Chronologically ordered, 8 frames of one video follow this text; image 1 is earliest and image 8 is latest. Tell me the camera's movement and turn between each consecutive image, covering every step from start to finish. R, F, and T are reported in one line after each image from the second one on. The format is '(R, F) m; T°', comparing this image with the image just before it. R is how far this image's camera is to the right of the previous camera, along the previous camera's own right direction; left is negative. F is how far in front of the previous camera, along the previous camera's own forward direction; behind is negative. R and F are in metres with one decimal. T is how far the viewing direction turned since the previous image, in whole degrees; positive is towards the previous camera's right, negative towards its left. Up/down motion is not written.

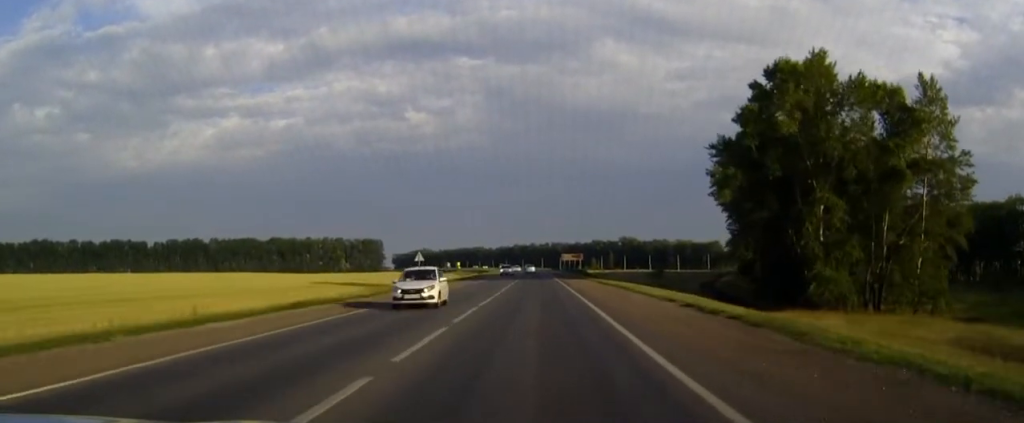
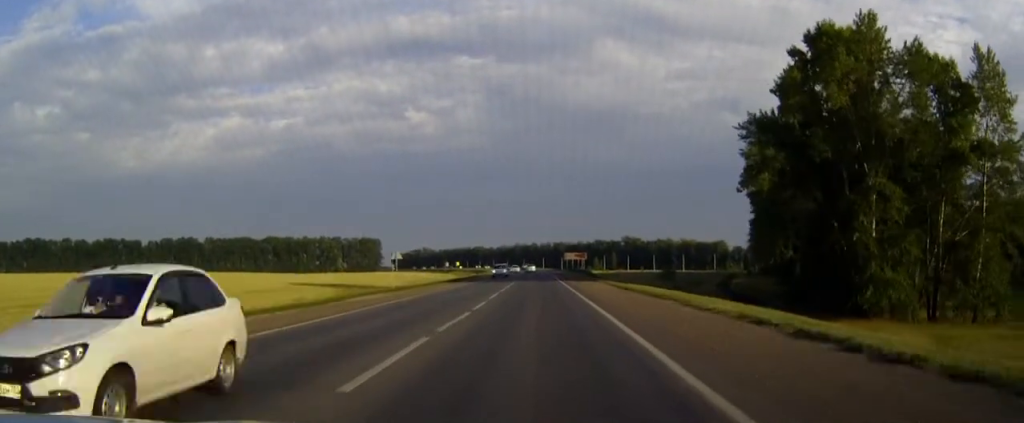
(0.0, +10.7) m; 0°
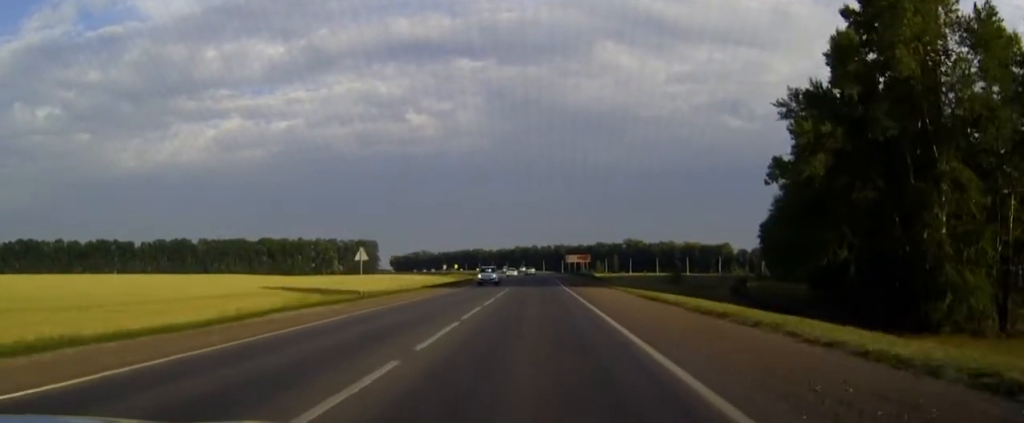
(0.0, +10.8) m; 0°
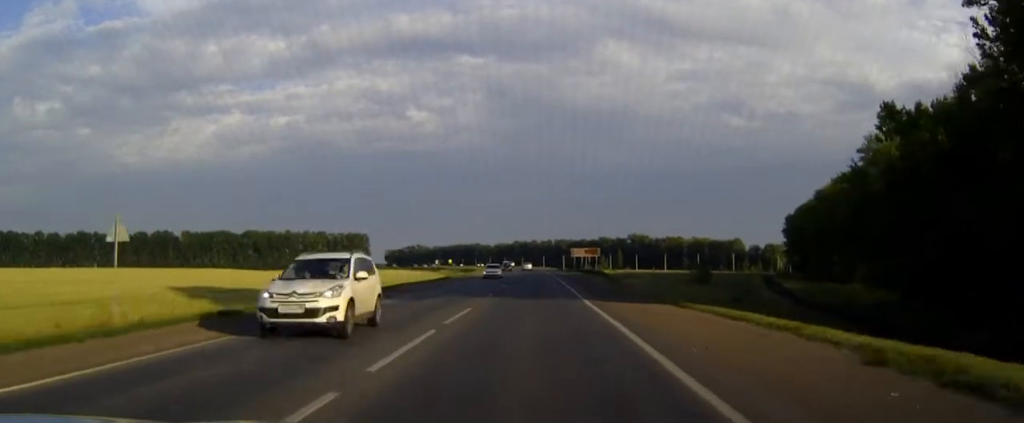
(0.0, +26.5) m; 0°
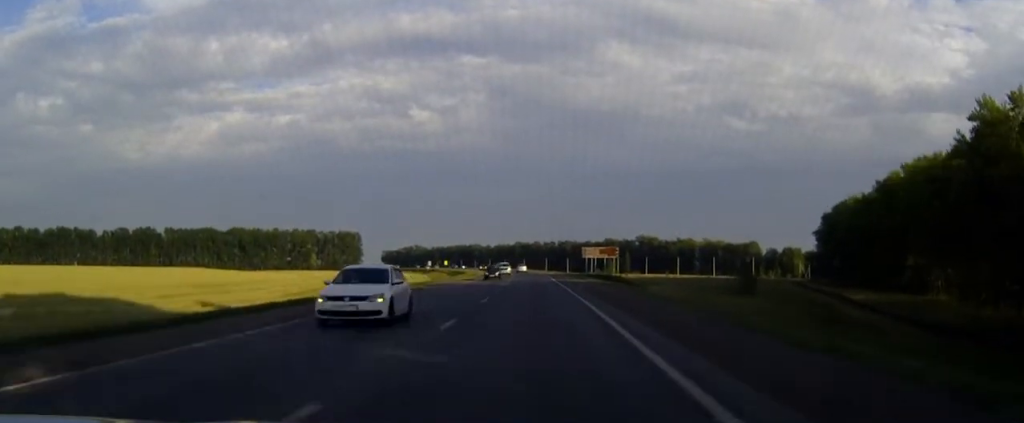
(-0.1, +27.8) m; 0°
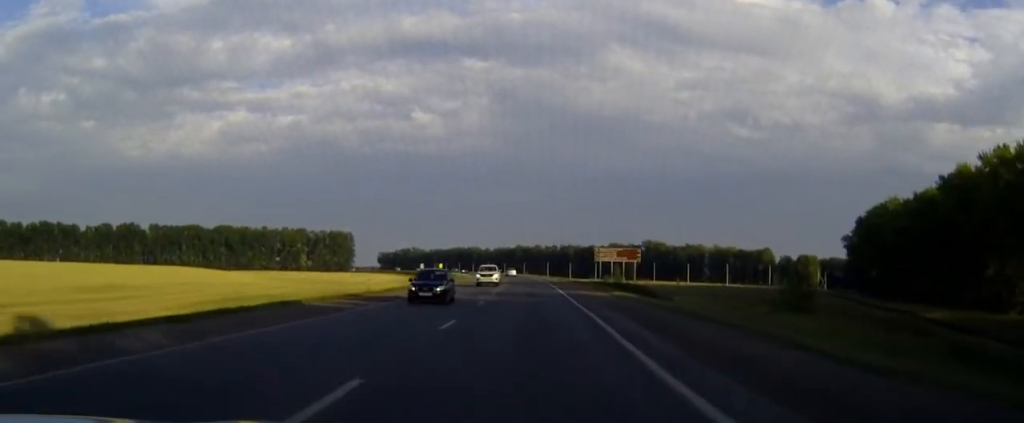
(0.0, +21.9) m; 0°
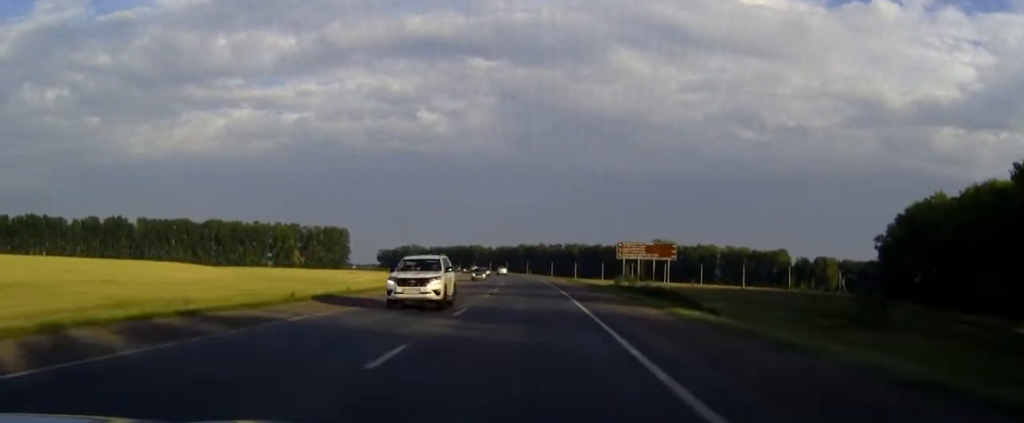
(0.0, +19.4) m; 0°
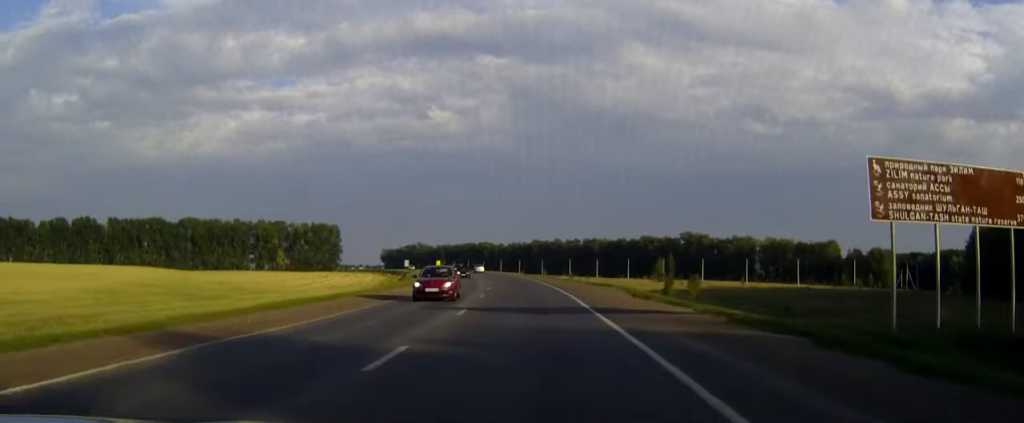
(-0.5, +46.2) m; -2°
